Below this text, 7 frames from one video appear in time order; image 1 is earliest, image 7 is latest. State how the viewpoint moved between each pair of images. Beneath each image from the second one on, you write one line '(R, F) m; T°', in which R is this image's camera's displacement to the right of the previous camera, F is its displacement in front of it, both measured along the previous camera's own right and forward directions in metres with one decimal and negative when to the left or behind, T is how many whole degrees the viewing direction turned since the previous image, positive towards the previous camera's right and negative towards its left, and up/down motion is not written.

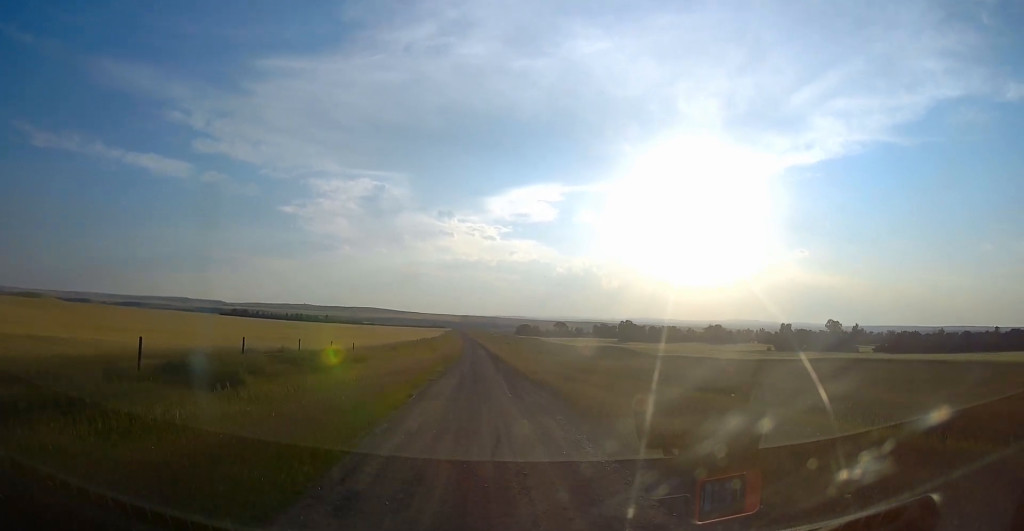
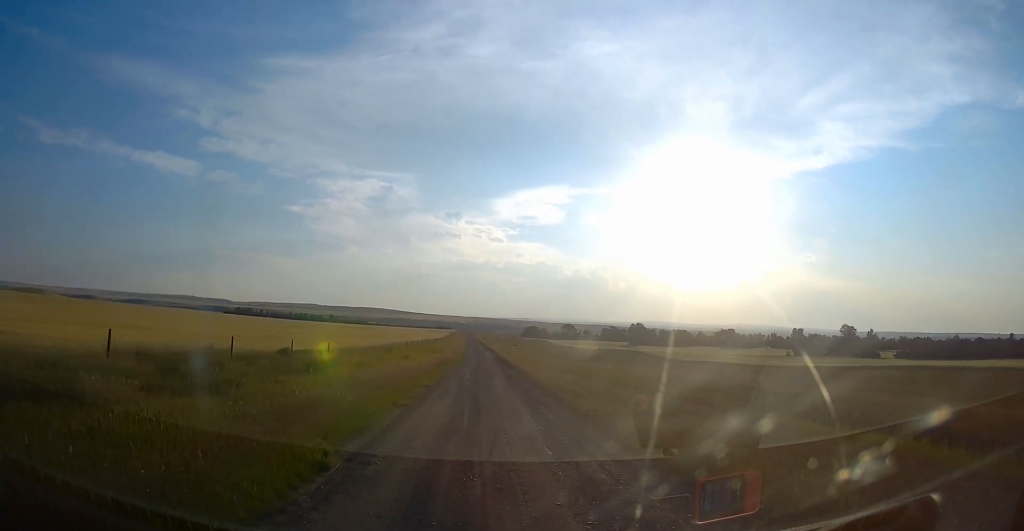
(+0.2, +9.7) m; 0°
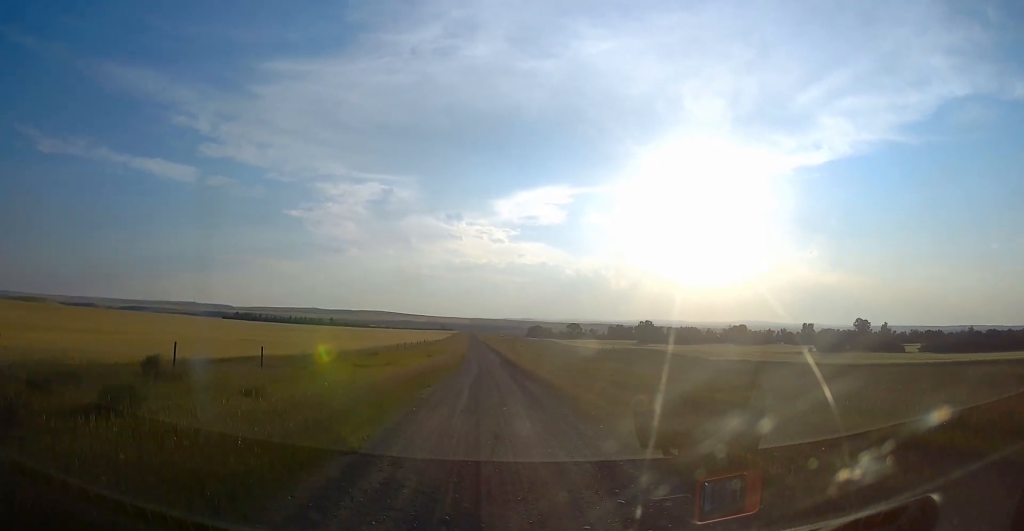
(-0.2, +12.4) m; 0°
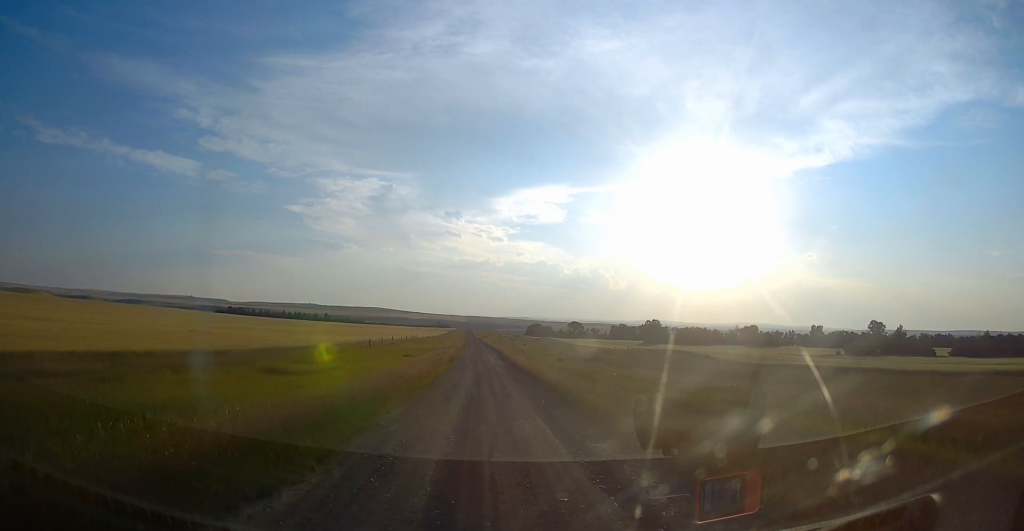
(0.0, +17.1) m; -2°
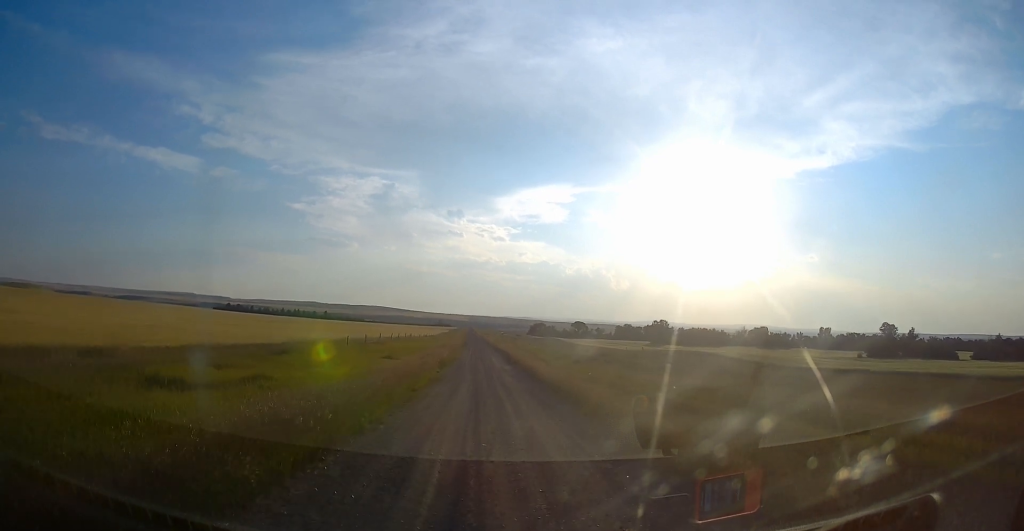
(-0.1, +10.1) m; +1°
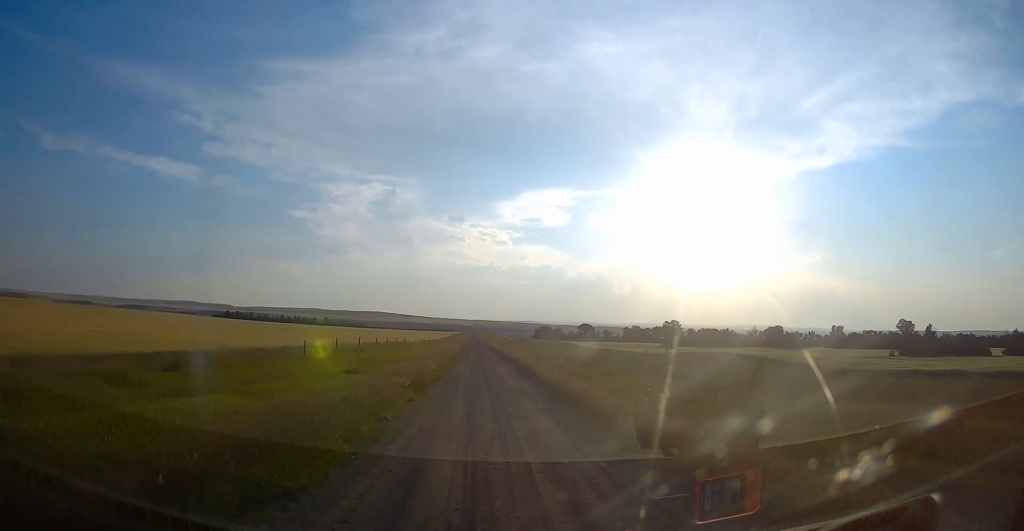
(+0.3, +12.6) m; +1°
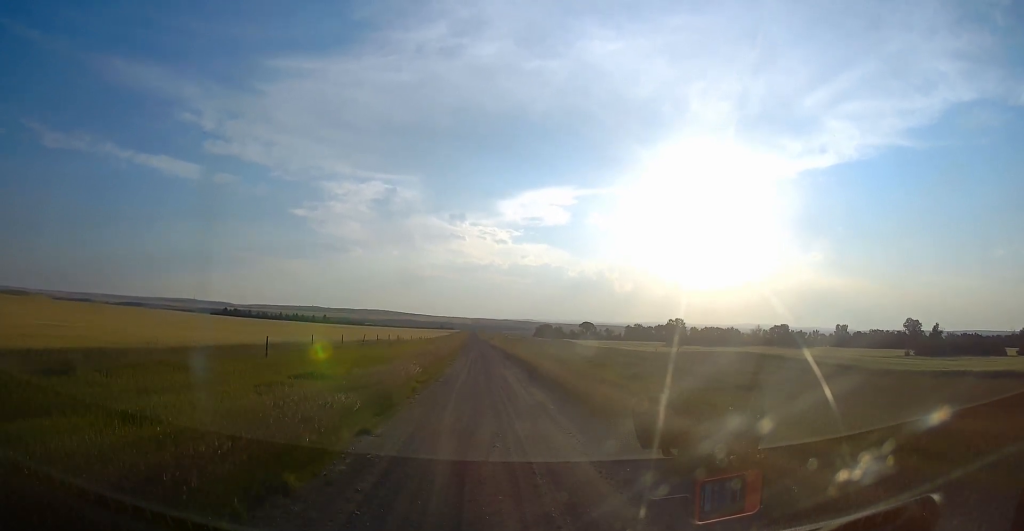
(0.0, +6.4) m; -1°
